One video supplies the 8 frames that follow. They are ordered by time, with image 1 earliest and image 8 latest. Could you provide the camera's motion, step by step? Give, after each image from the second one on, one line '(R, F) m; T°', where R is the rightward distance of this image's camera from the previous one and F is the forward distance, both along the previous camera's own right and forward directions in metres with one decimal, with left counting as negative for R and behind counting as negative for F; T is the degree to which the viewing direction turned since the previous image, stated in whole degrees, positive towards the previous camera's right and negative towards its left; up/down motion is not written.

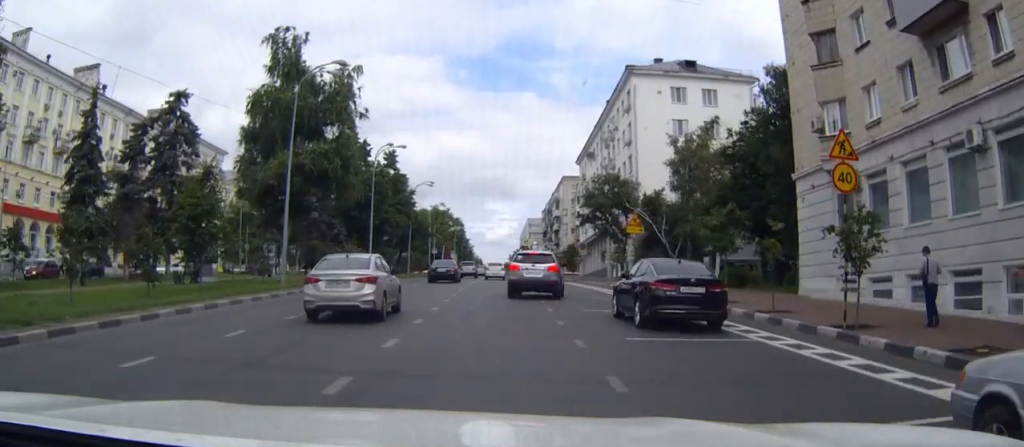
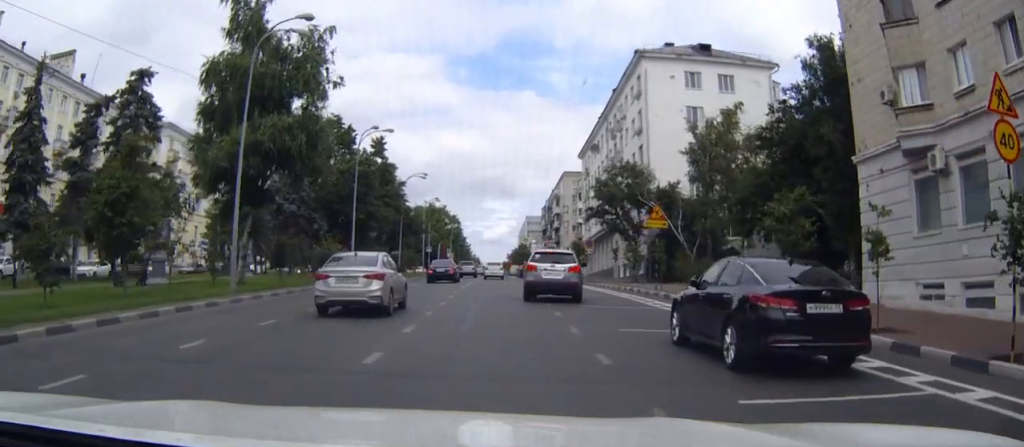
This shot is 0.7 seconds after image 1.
(0.0, +6.1) m; 0°
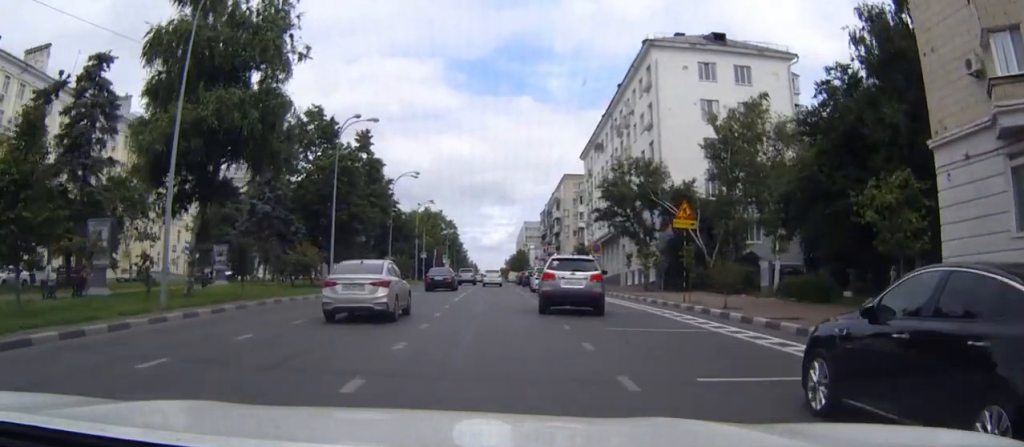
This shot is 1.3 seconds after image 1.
(0.0, +5.4) m; 0°
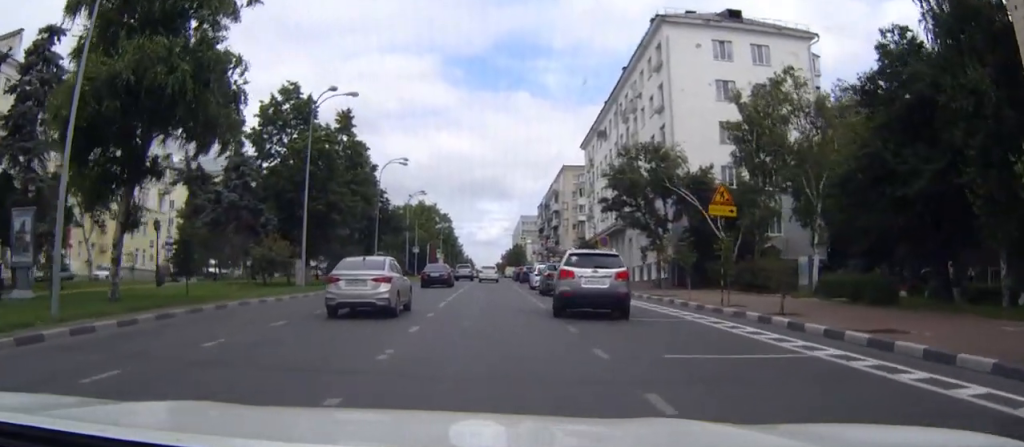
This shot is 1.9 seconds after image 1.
(0.0, +5.4) m; 0°
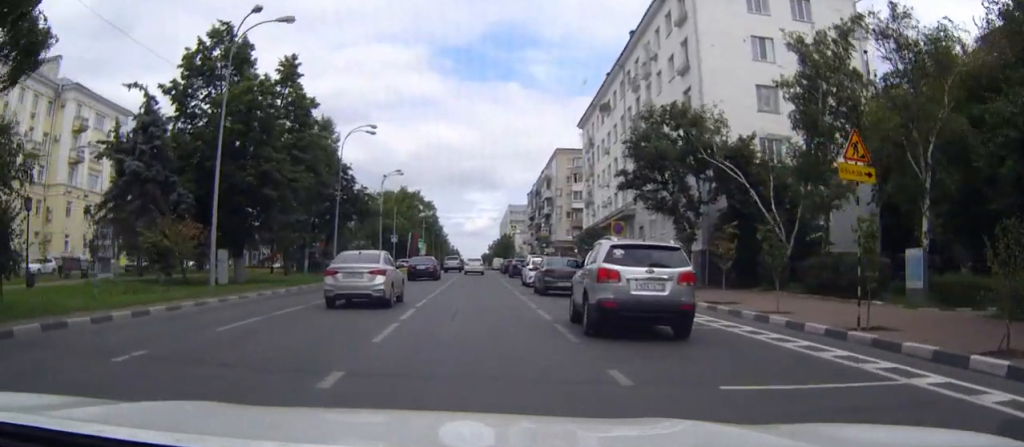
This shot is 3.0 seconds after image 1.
(+0.1, +10.8) m; +1°
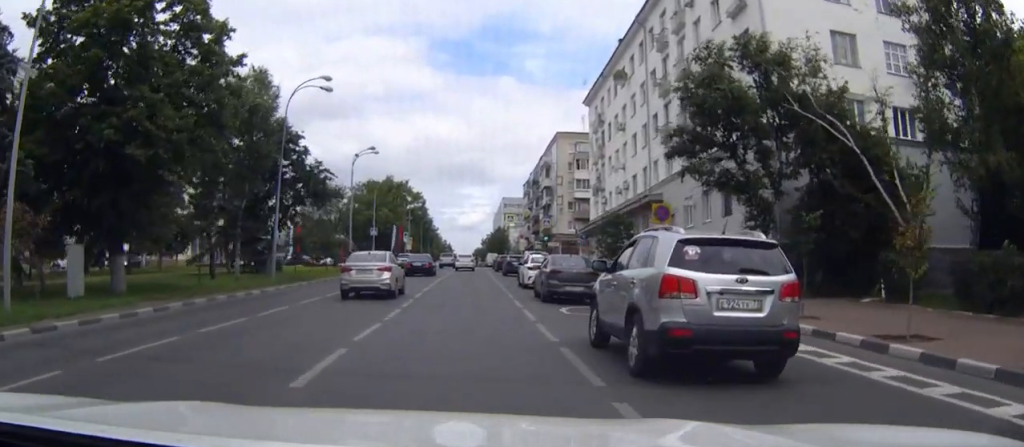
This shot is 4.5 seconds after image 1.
(+0.4, +12.8) m; +2°
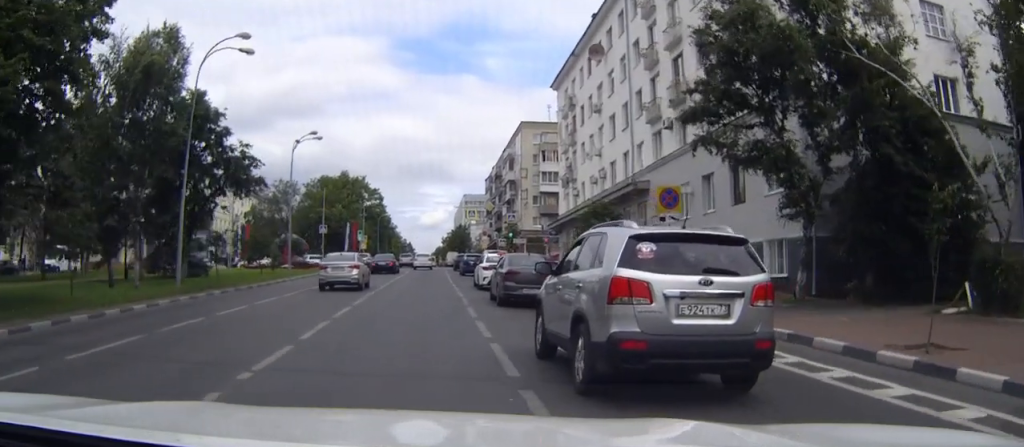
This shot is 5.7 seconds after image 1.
(-0.1, +7.7) m; 0°
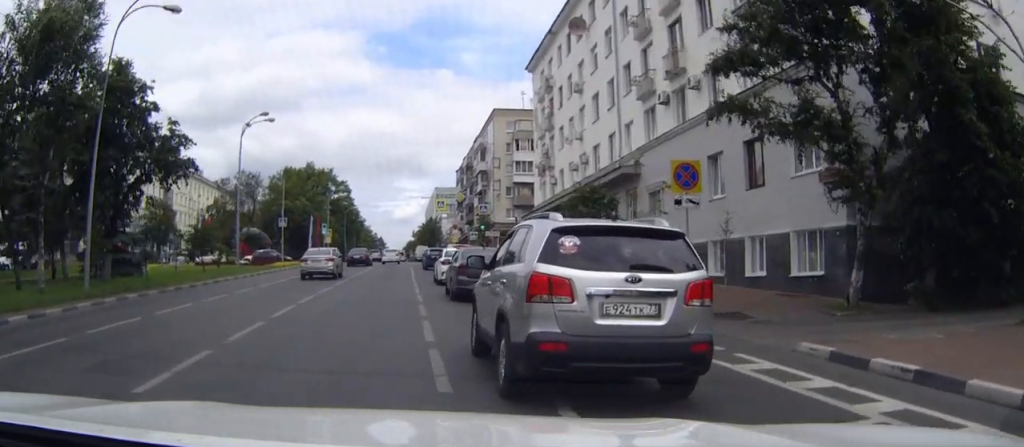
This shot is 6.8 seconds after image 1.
(+0.1, +5.6) m; +1°
